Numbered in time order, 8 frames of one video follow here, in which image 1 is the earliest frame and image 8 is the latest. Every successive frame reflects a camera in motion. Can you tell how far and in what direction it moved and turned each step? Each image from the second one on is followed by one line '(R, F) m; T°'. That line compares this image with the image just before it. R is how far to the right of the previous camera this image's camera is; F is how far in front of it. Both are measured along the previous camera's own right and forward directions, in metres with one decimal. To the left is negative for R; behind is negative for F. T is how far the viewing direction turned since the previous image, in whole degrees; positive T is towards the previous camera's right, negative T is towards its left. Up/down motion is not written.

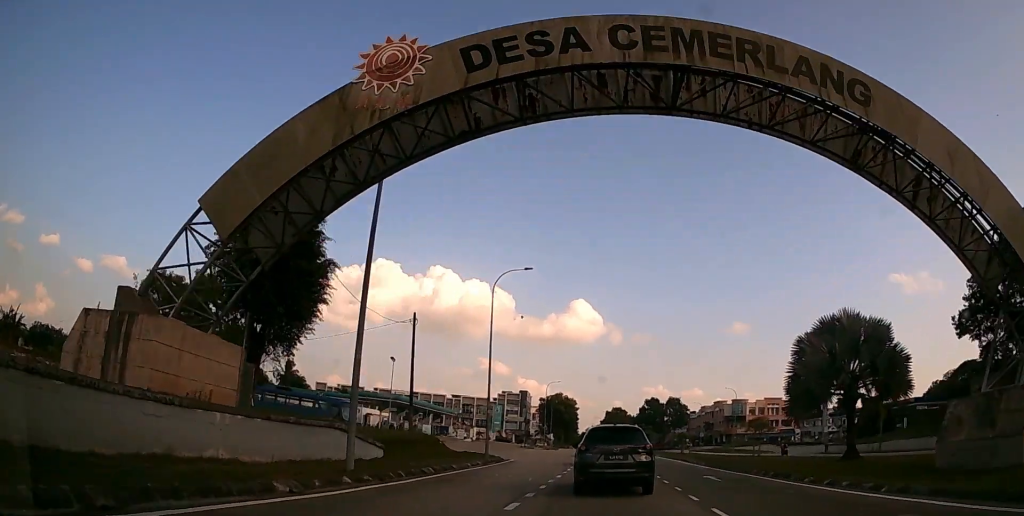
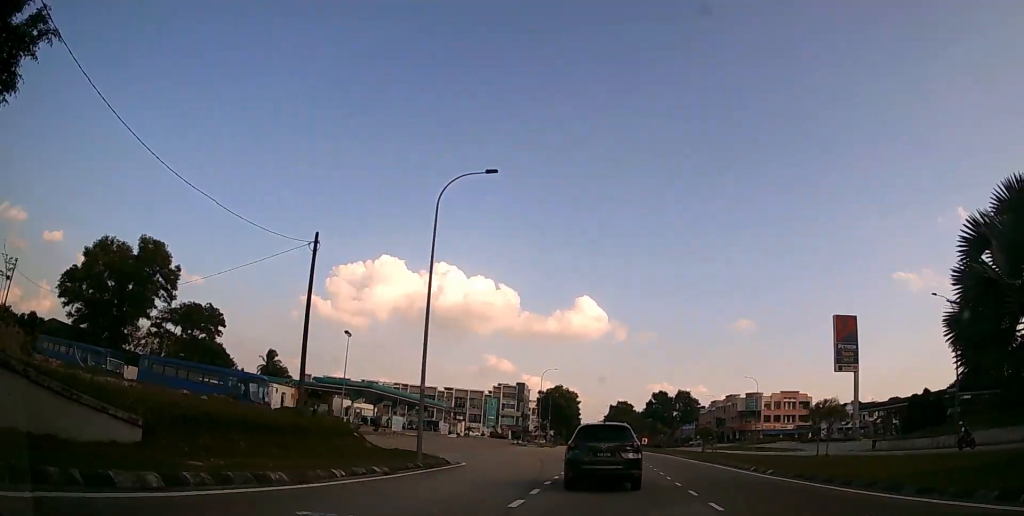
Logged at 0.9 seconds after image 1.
(0.0, +13.5) m; 0°
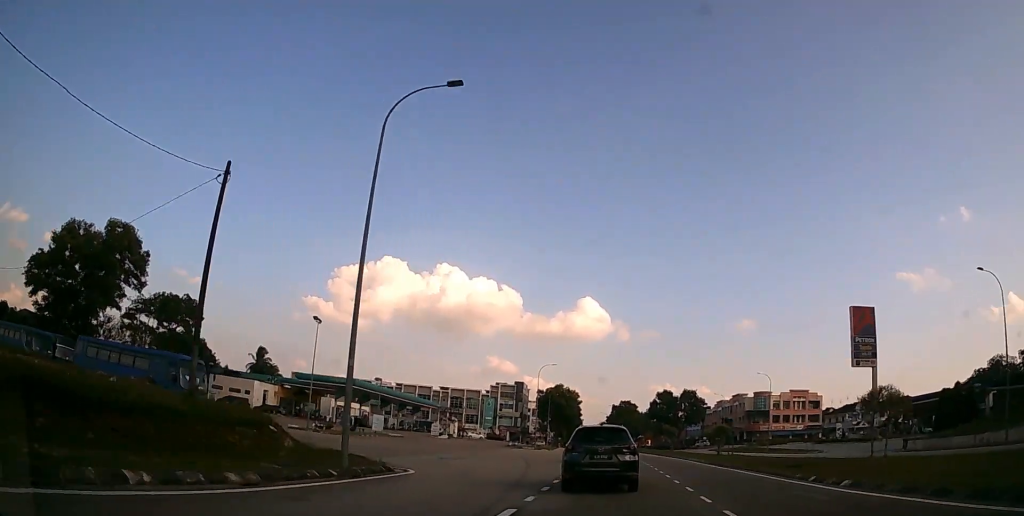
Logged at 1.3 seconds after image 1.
(0.0, +6.8) m; 0°
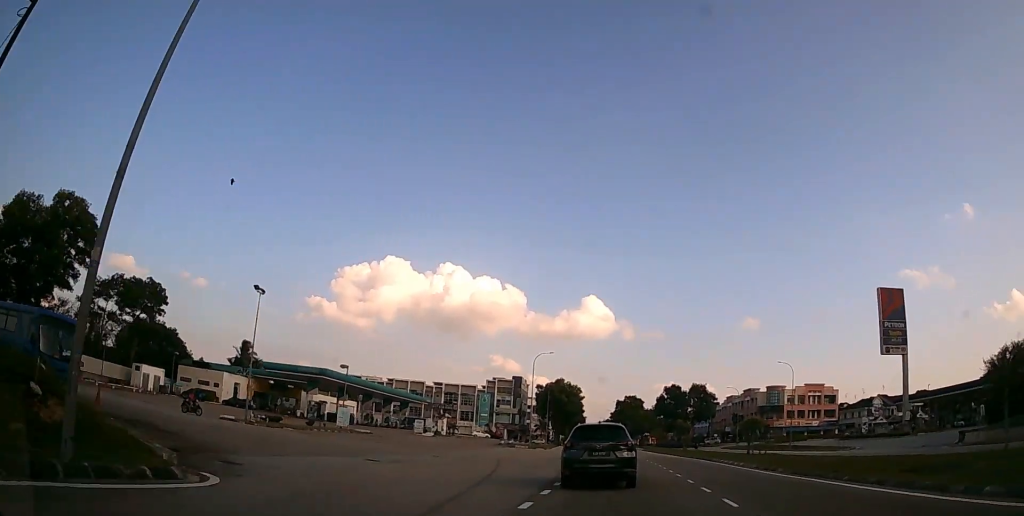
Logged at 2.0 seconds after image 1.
(0.0, +9.5) m; -1°
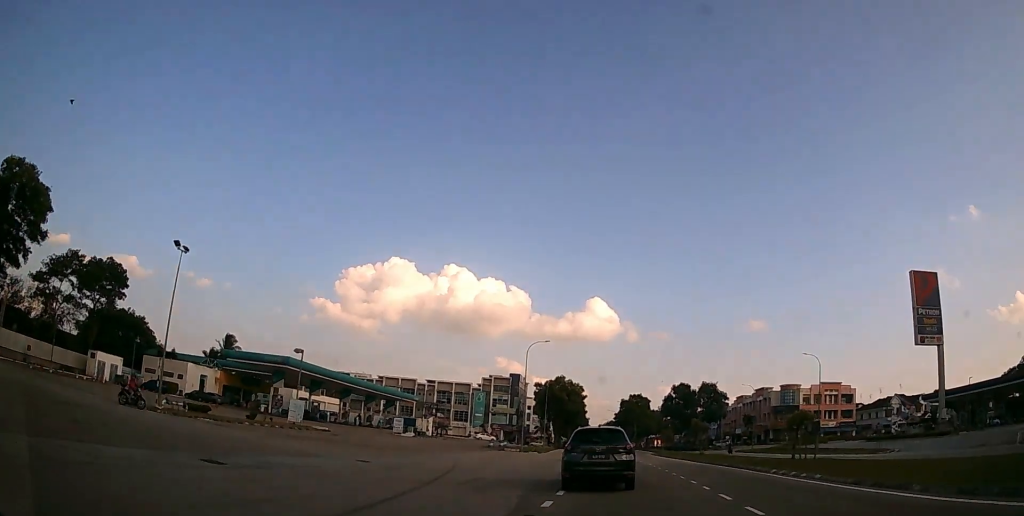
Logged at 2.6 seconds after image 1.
(-0.1, +9.6) m; -1°
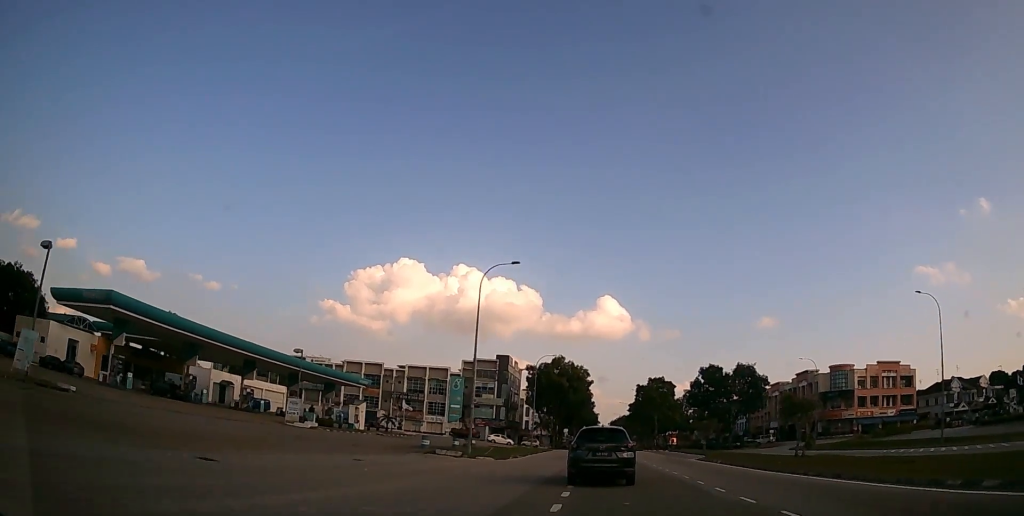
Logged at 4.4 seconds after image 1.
(-0.3, +27.0) m; -1°
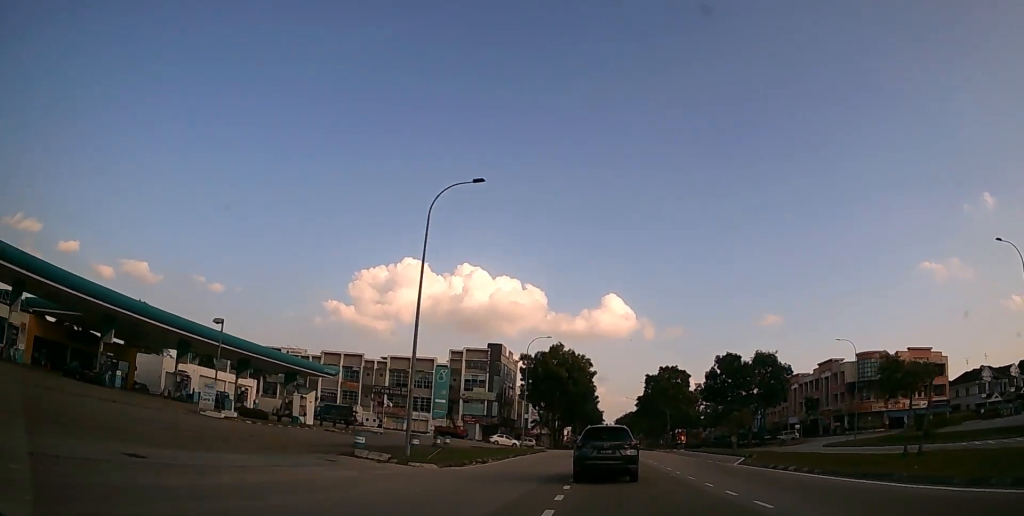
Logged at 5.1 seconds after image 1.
(0.0, +11.4) m; 0°
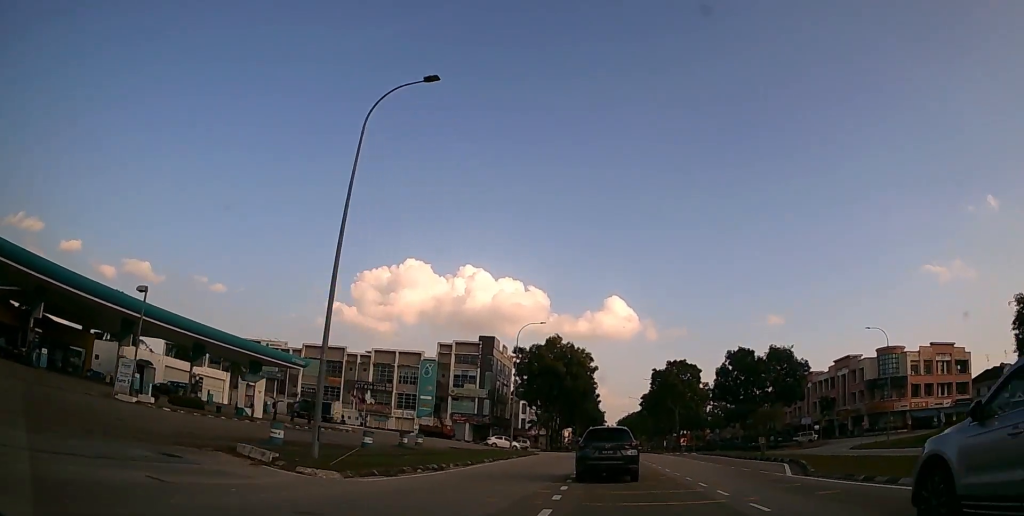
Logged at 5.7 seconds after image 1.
(0.0, +8.3) m; 0°
